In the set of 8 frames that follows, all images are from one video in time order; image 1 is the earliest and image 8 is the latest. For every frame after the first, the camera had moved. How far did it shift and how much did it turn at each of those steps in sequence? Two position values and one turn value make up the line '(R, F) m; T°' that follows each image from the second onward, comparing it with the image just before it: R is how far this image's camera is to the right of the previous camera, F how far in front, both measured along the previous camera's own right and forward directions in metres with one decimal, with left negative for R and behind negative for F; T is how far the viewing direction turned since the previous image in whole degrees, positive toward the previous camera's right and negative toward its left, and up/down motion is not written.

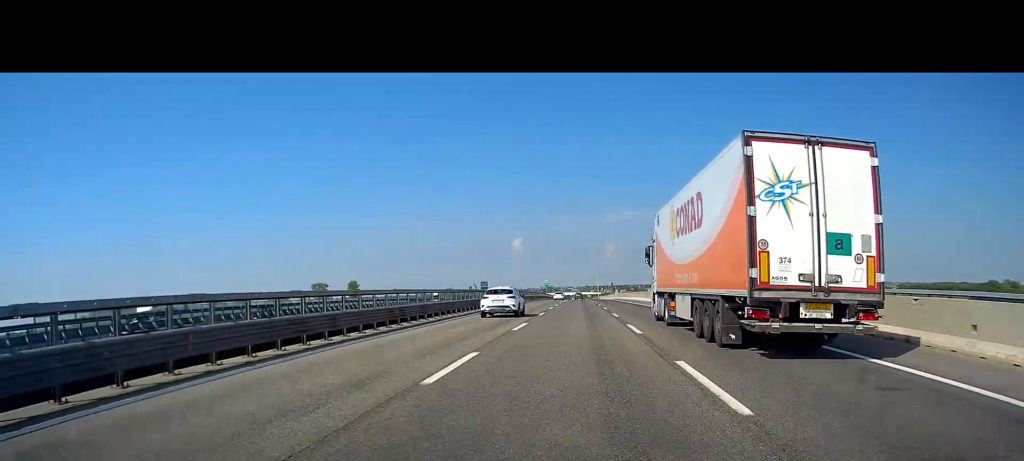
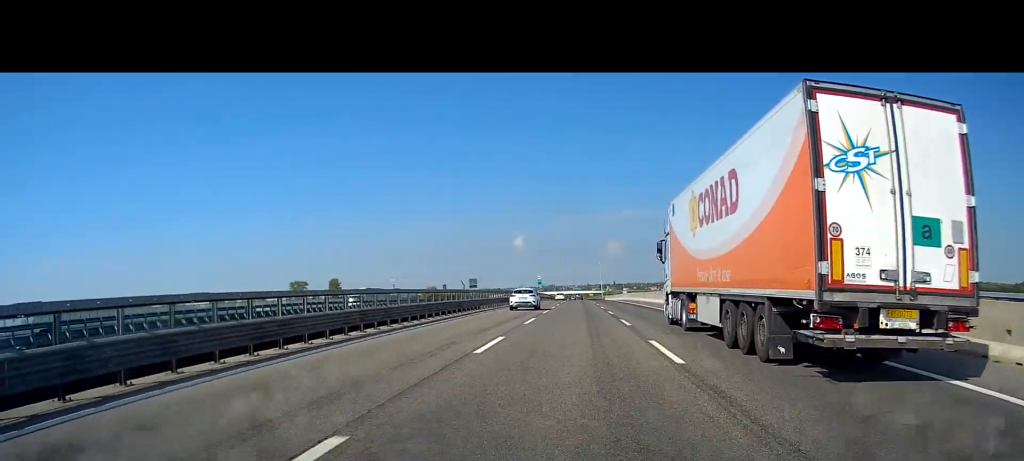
(-0.3, +31.1) m; -1°
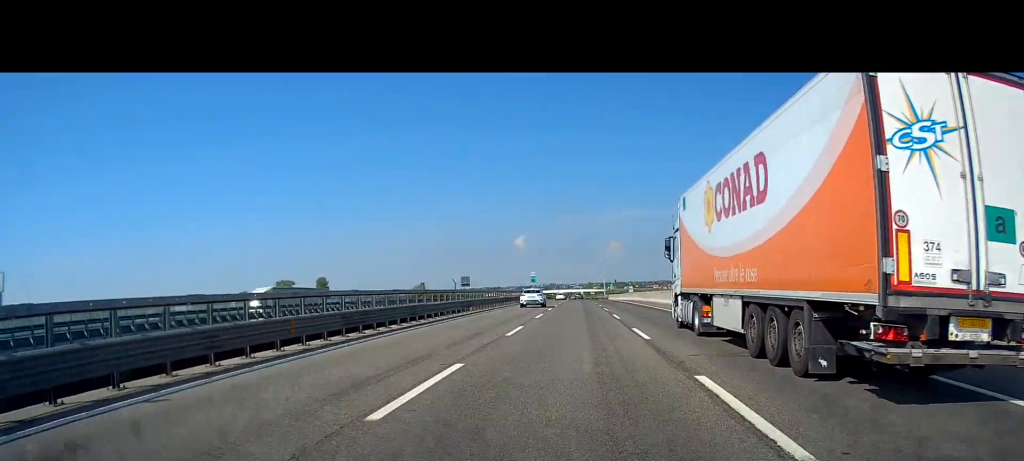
(0.0, +18.3) m; 0°
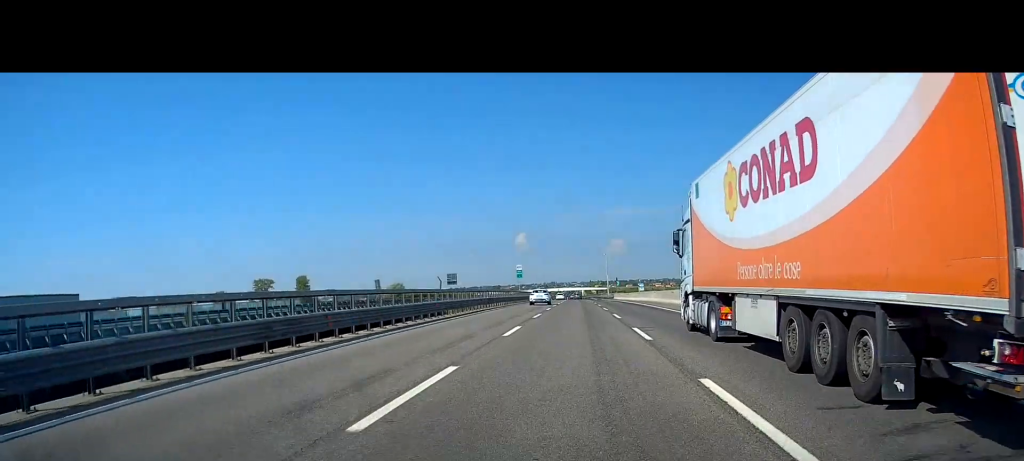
(-0.1, +24.6) m; 0°
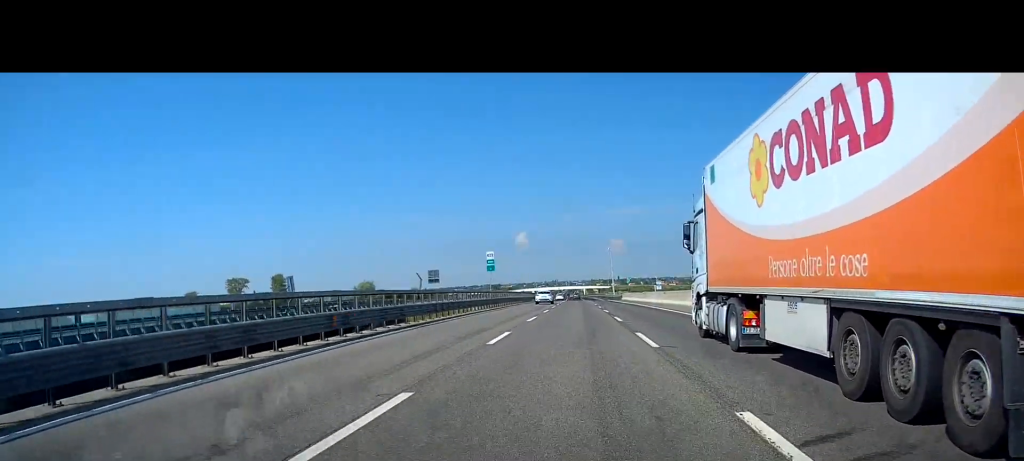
(+0.3, +26.3) m; 0°
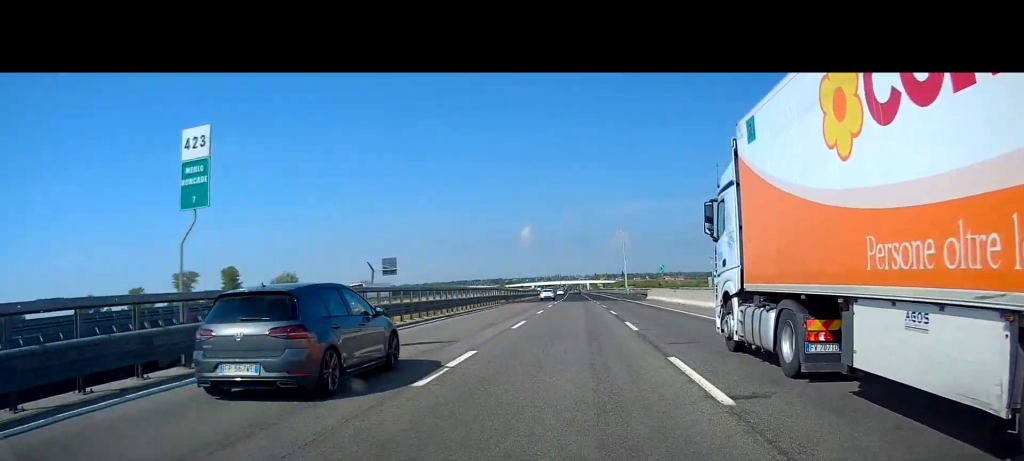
(-0.5, +42.6) m; -1°
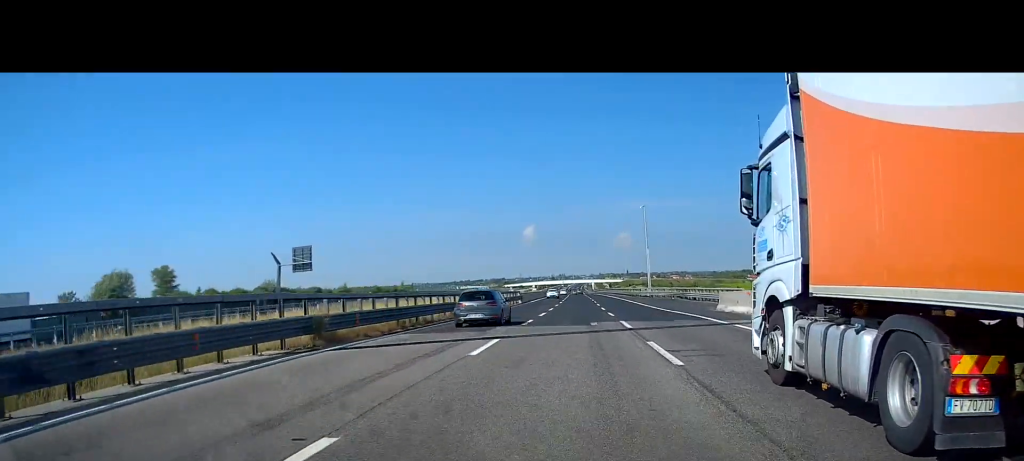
(-0.1, +43.7) m; -1°
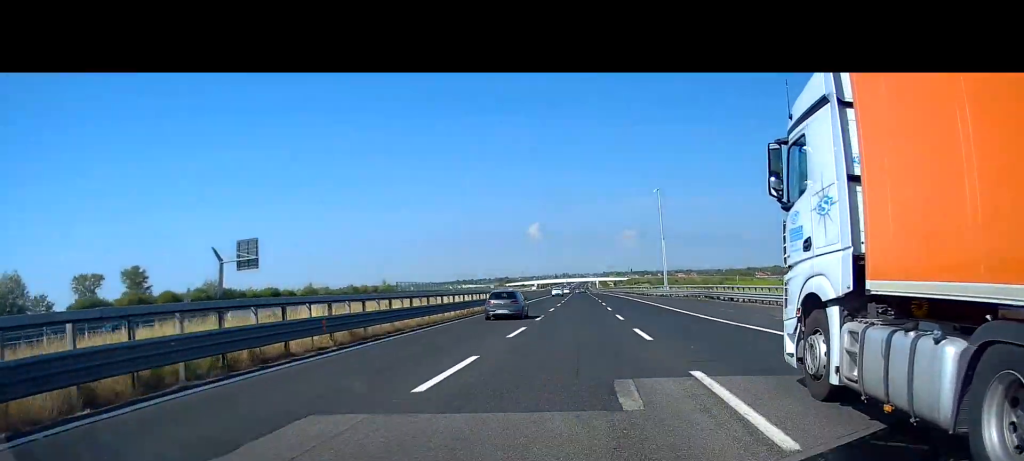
(-0.3, +16.4) m; 0°
